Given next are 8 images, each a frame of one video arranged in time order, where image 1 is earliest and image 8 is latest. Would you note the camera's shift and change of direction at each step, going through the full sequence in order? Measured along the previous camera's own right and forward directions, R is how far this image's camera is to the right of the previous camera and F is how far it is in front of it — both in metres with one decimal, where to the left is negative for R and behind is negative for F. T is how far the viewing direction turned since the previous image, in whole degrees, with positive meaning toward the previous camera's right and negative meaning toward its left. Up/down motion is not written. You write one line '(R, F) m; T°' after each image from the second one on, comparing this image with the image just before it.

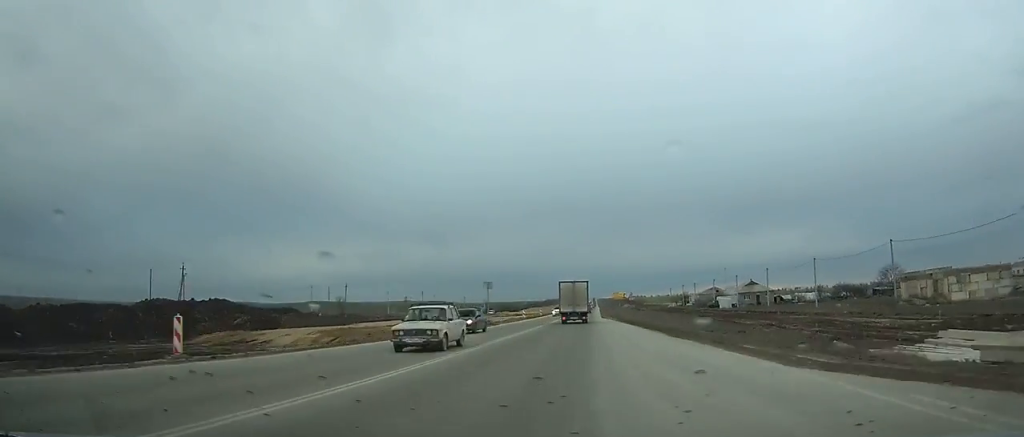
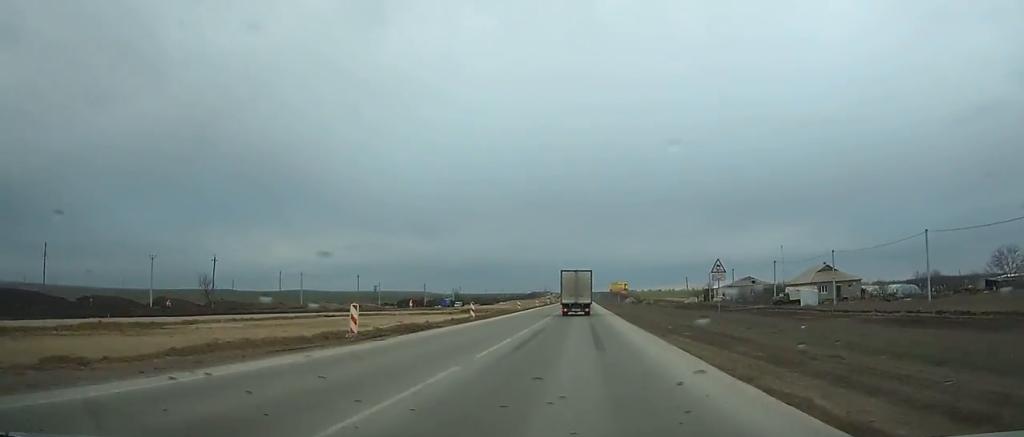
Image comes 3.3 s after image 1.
(+0.8, +58.0) m; +1°
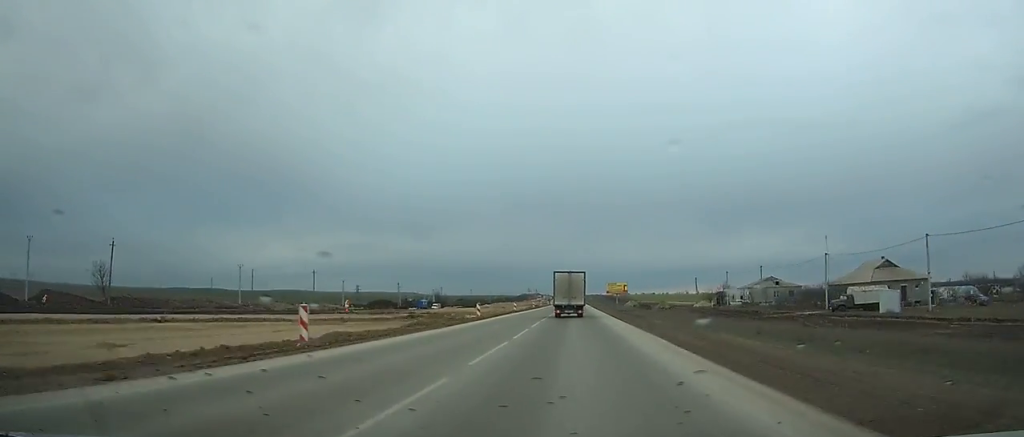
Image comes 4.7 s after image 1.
(+0.1, +25.9) m; +1°
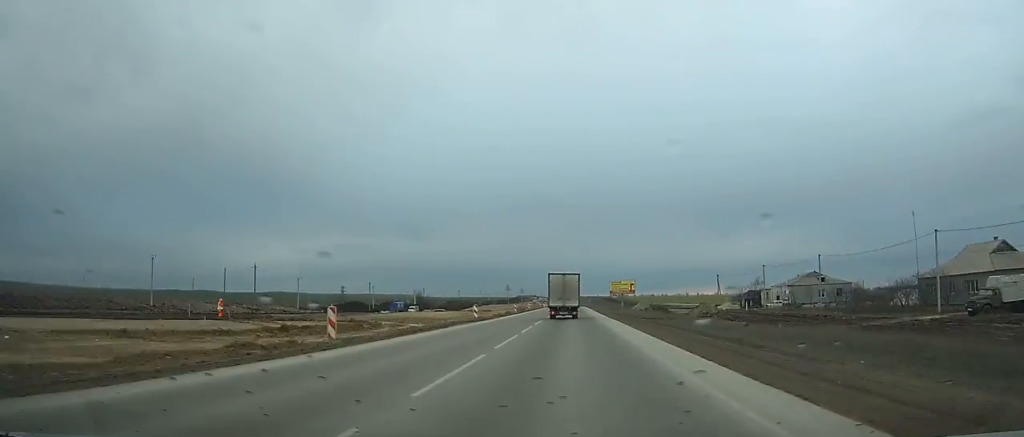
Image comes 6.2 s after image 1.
(+0.2, +28.7) m; 0°
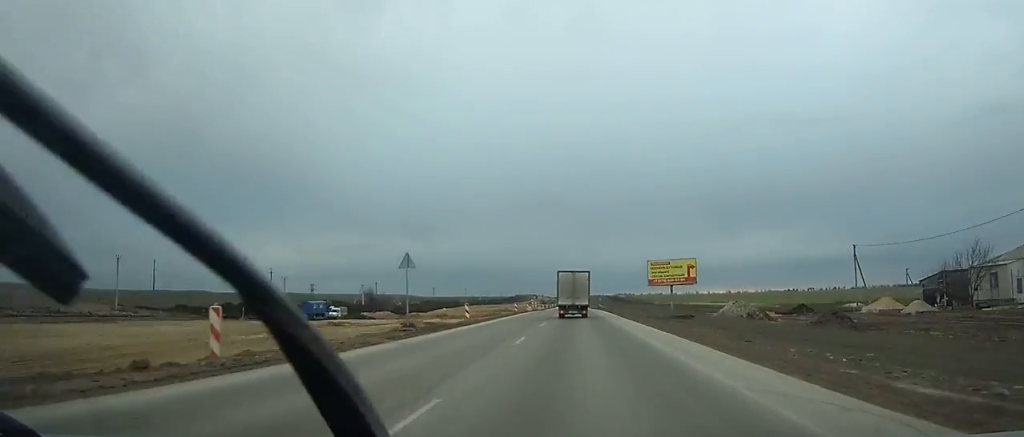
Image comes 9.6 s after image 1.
(+0.2, +63.7) m; +1°
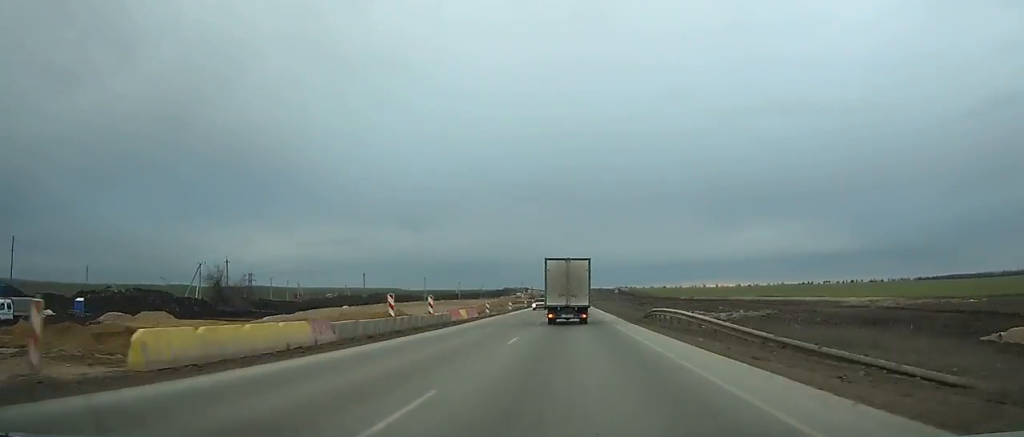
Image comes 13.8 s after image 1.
(+0.6, +67.1) m; +1°
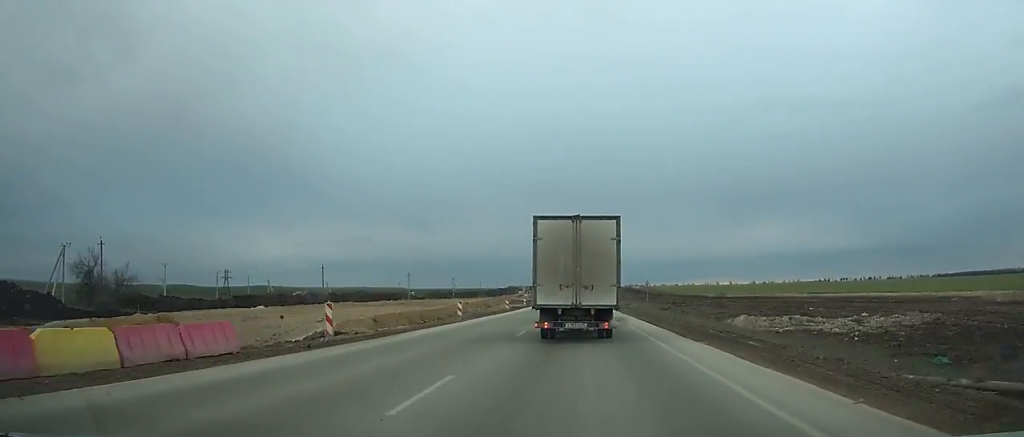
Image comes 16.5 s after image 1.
(+0.1, +30.9) m; -1°
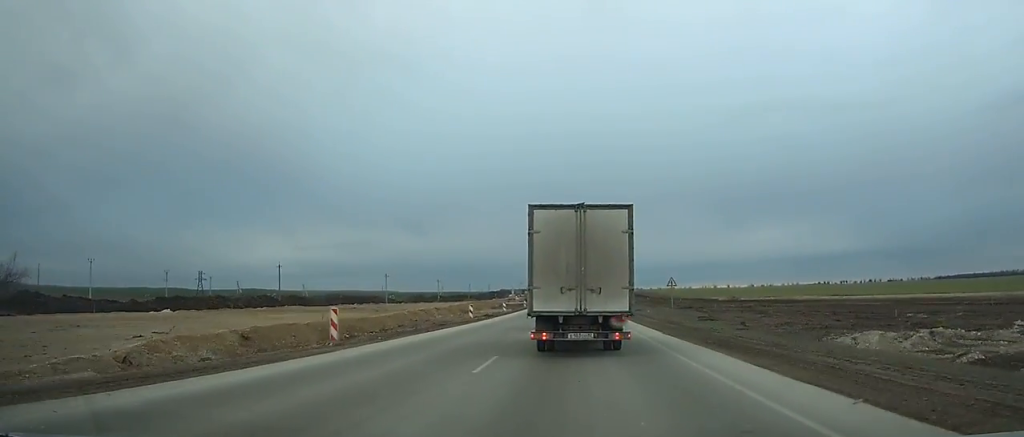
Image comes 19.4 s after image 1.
(-0.3, +21.4) m; -2°
